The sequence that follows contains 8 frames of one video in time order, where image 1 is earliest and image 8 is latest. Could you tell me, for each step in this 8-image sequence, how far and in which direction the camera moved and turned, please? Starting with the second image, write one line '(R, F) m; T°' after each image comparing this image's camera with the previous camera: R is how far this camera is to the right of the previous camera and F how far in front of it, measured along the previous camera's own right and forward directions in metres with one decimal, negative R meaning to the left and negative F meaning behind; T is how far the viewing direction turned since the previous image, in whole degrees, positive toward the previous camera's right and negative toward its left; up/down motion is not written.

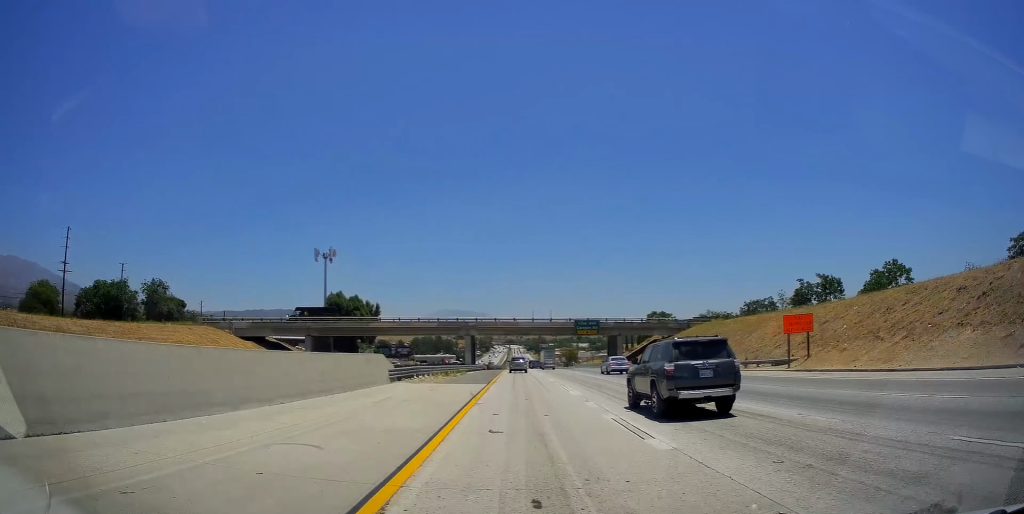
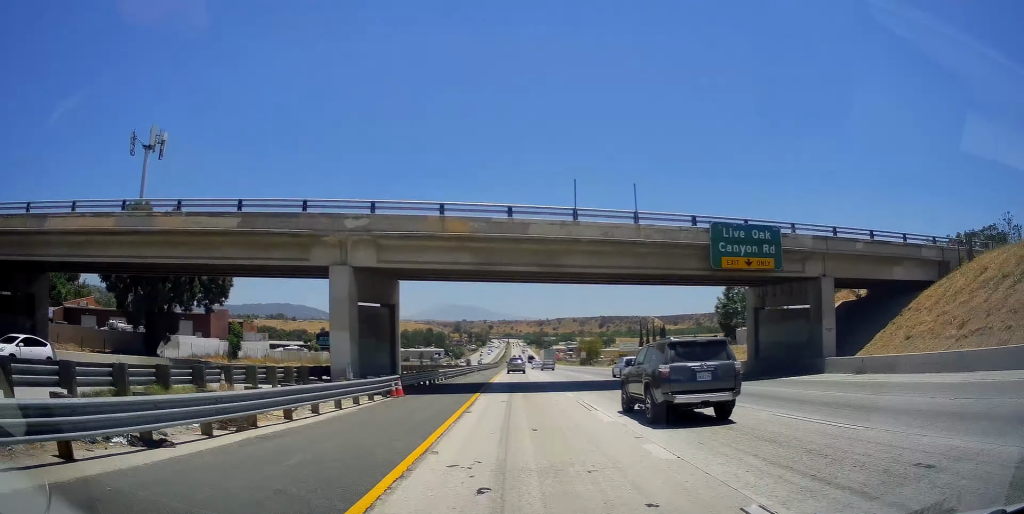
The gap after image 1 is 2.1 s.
(+0.8, +65.3) m; +1°
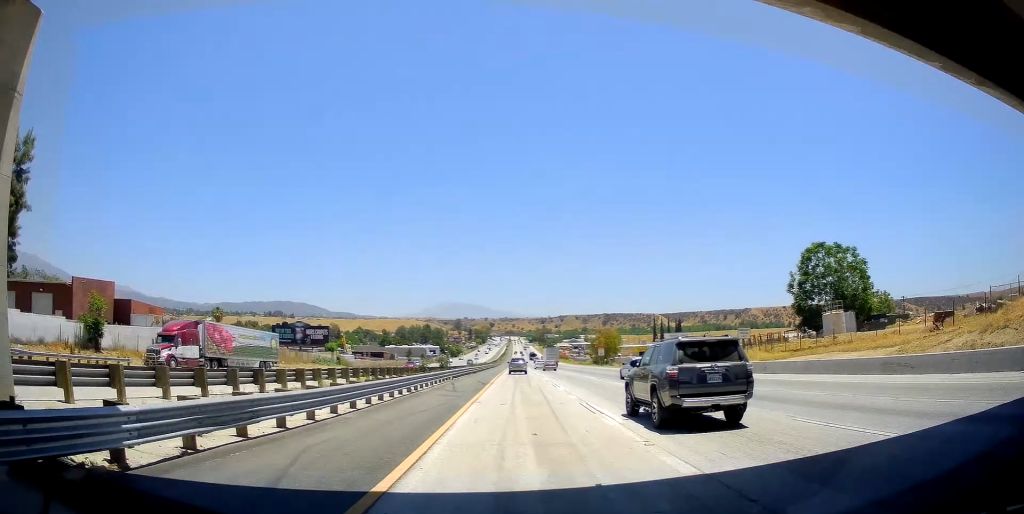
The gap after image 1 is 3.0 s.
(+0.1, +31.5) m; 0°
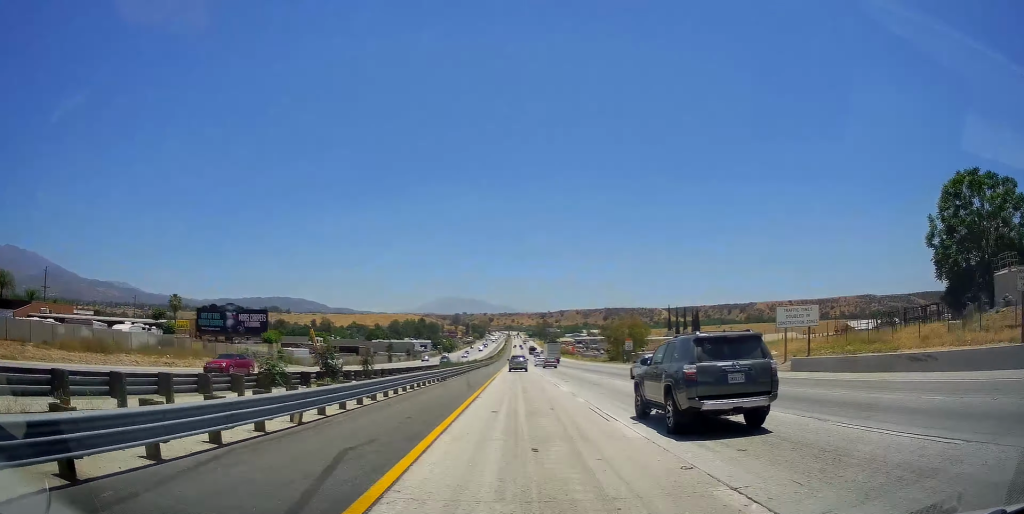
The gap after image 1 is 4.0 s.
(-0.3, +32.5) m; 0°
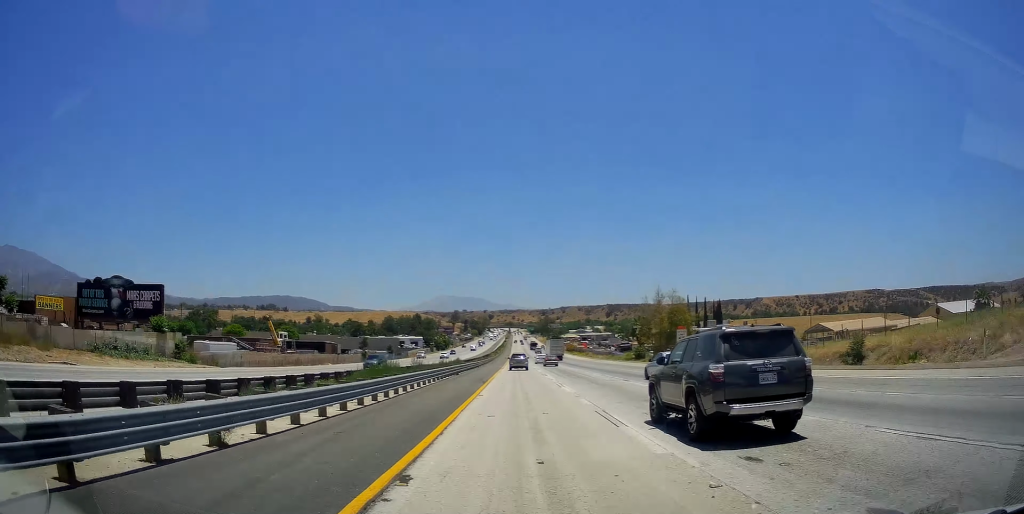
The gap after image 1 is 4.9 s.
(-0.1, +29.6) m; 0°
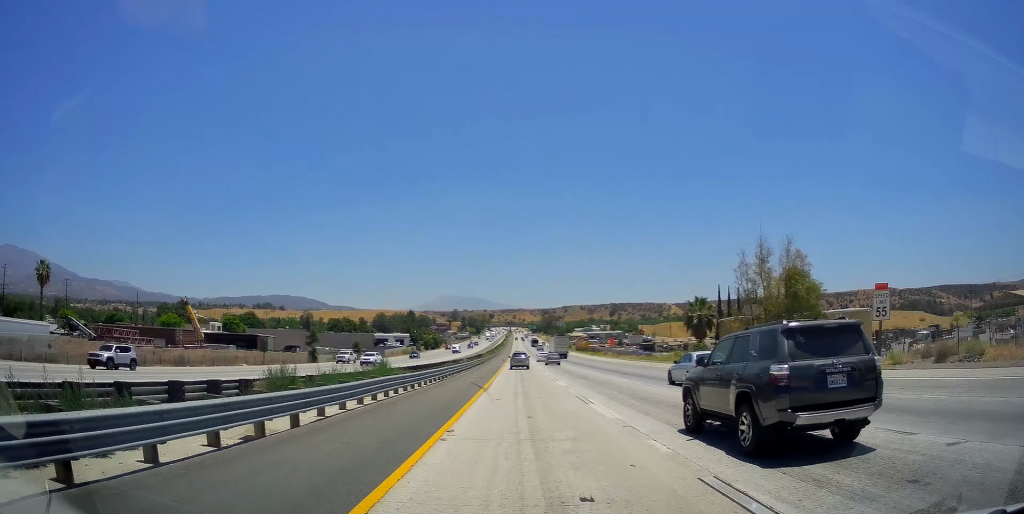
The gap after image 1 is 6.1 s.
(+0.2, +37.1) m; 0°
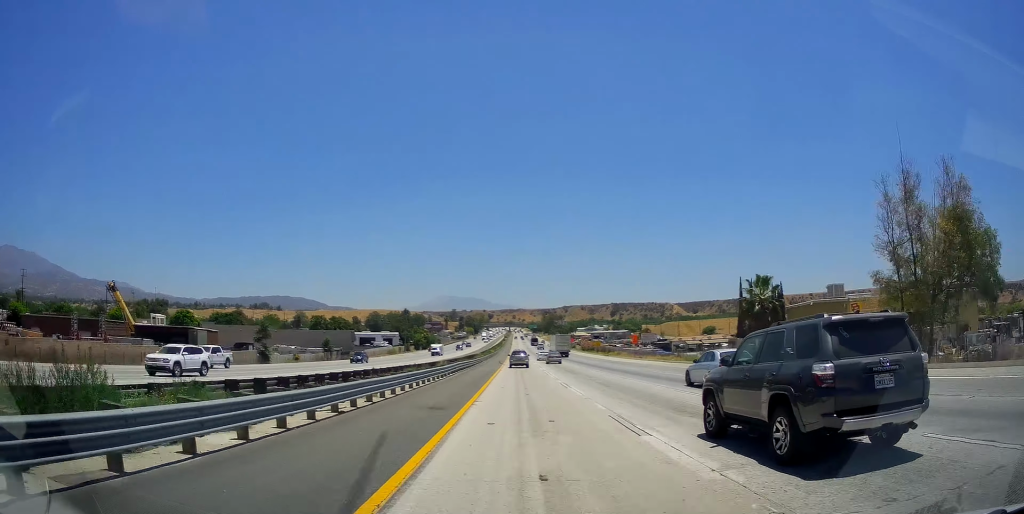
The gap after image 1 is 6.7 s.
(0.0, +21.4) m; 0°
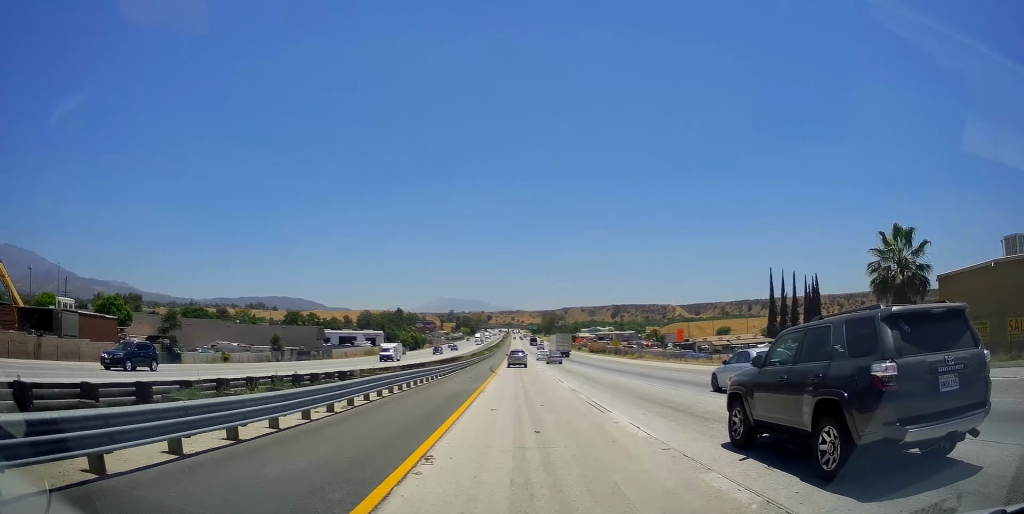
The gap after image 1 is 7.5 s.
(-0.1, +25.8) m; 0°
